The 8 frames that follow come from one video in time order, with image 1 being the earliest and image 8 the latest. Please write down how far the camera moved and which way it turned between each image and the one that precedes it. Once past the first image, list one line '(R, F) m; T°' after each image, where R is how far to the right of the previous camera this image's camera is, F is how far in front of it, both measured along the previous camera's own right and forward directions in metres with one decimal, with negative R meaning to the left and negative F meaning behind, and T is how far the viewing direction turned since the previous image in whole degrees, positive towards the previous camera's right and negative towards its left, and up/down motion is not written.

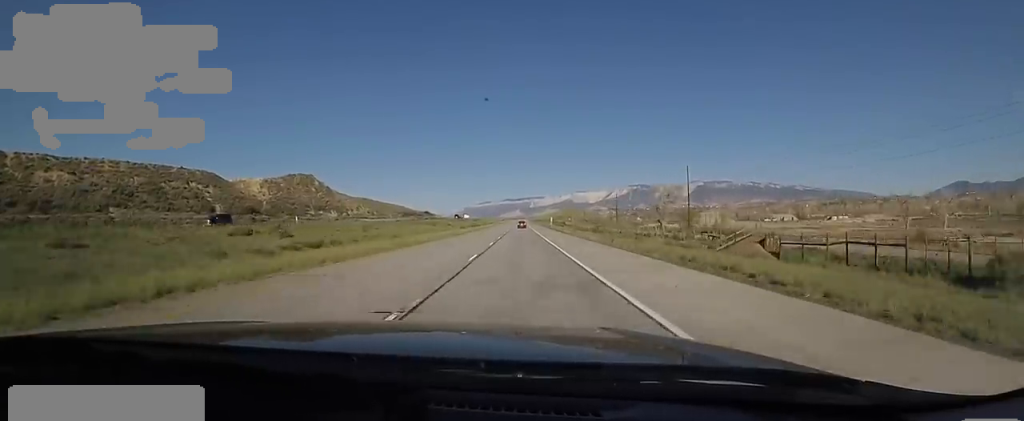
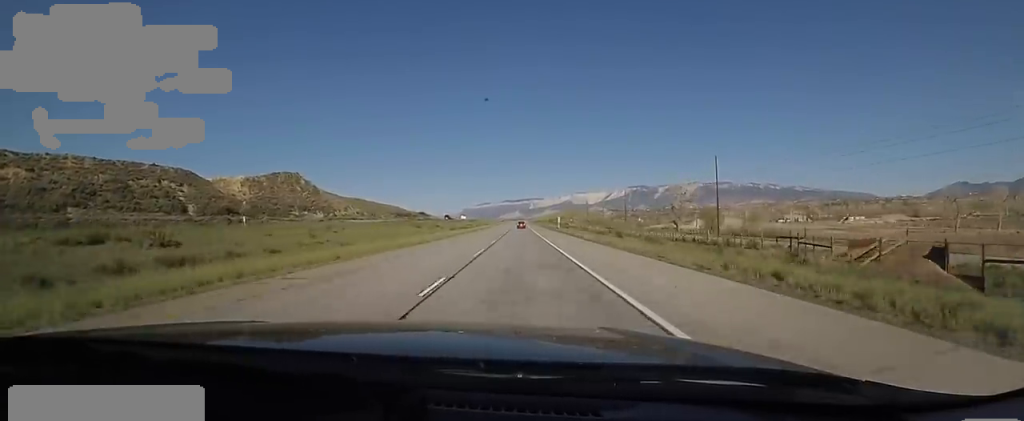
(0.0, +20.0) m; 0°
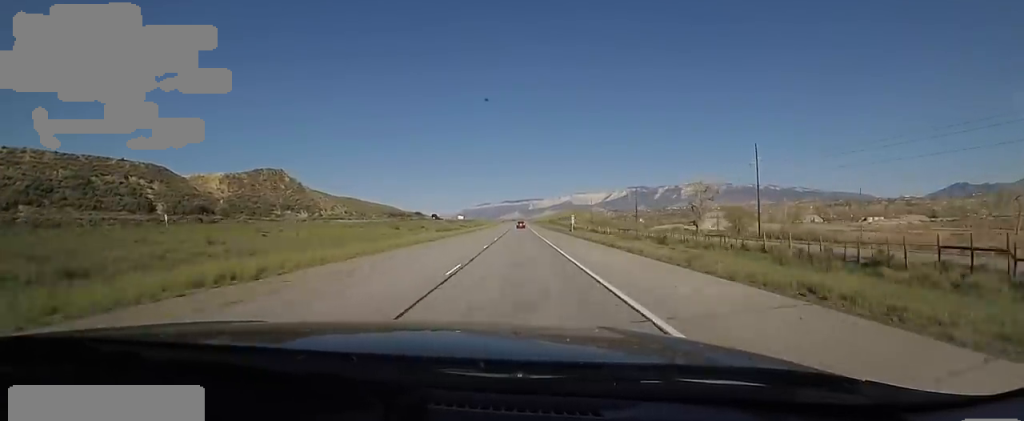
(0.0, +20.0) m; 0°
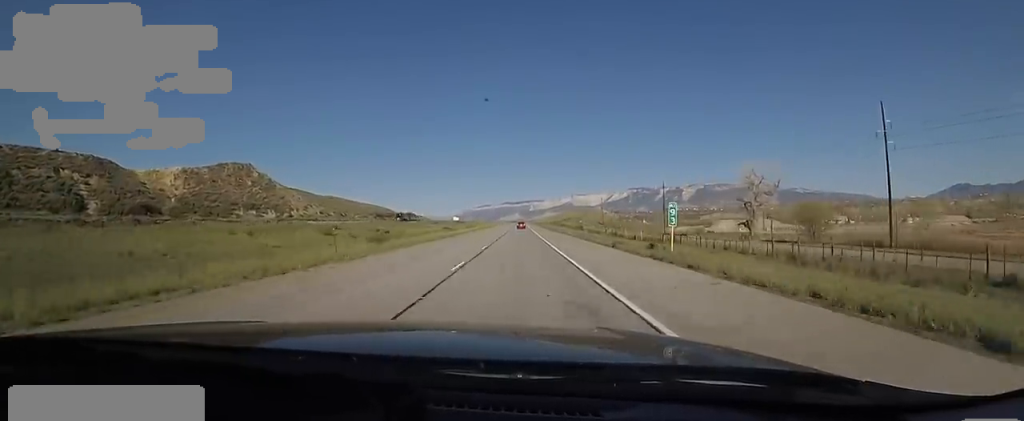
(0.0, +35.5) m; 0°
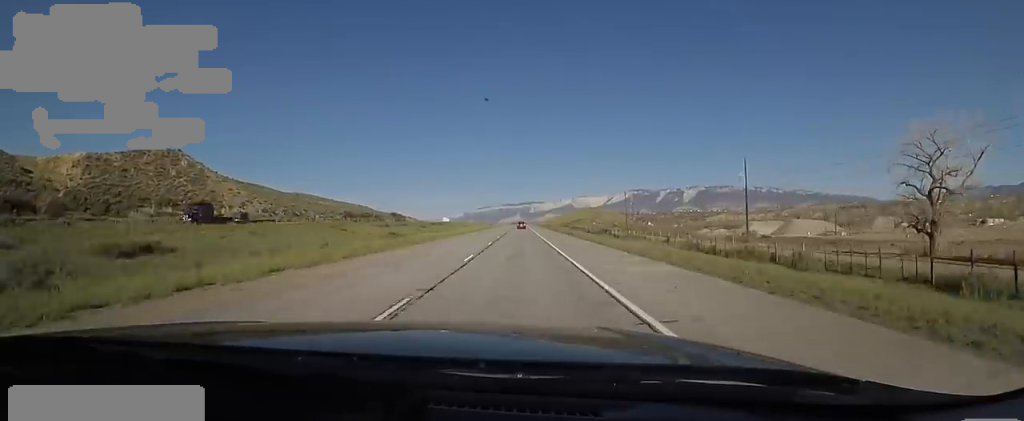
(0.0, +56.7) m; 0°
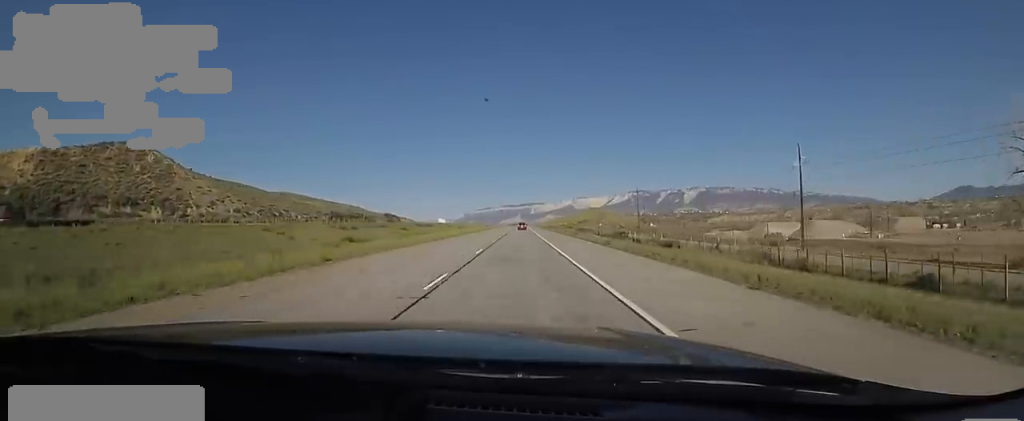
(0.0, +20.0) m; 0°
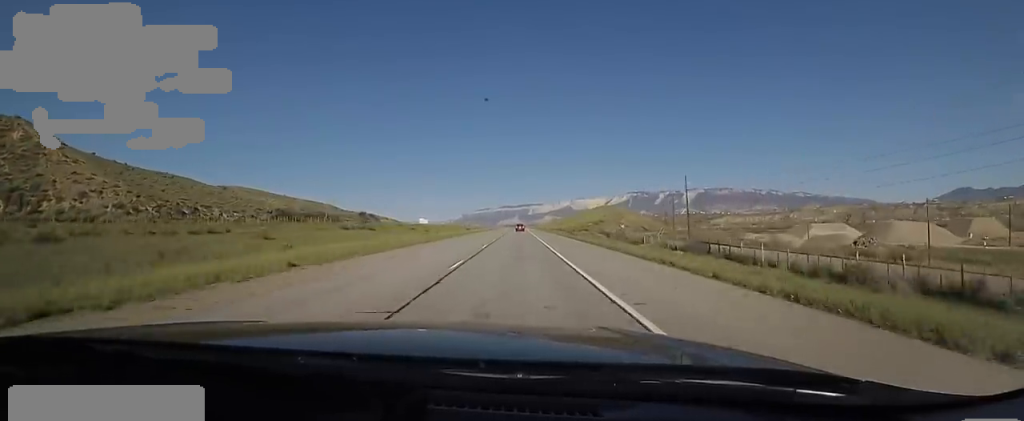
(+2.1, +55.7) m; +2°
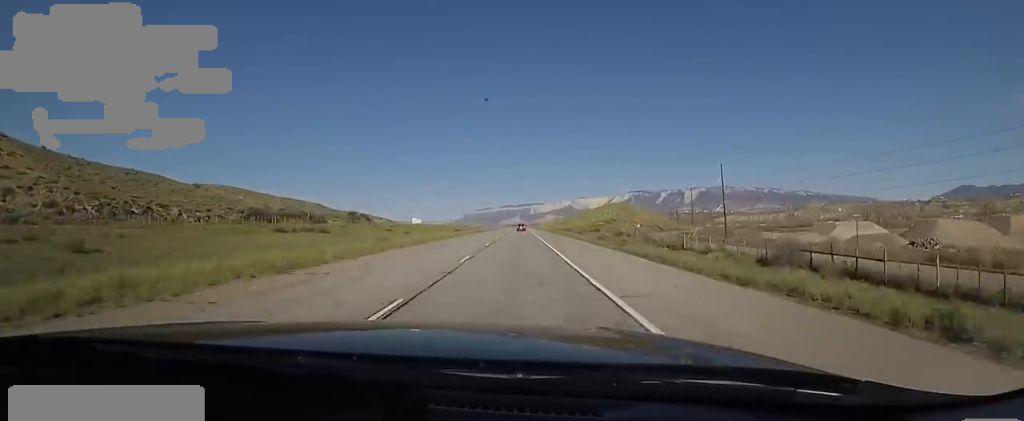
(-0.5, +22.4) m; -1°
